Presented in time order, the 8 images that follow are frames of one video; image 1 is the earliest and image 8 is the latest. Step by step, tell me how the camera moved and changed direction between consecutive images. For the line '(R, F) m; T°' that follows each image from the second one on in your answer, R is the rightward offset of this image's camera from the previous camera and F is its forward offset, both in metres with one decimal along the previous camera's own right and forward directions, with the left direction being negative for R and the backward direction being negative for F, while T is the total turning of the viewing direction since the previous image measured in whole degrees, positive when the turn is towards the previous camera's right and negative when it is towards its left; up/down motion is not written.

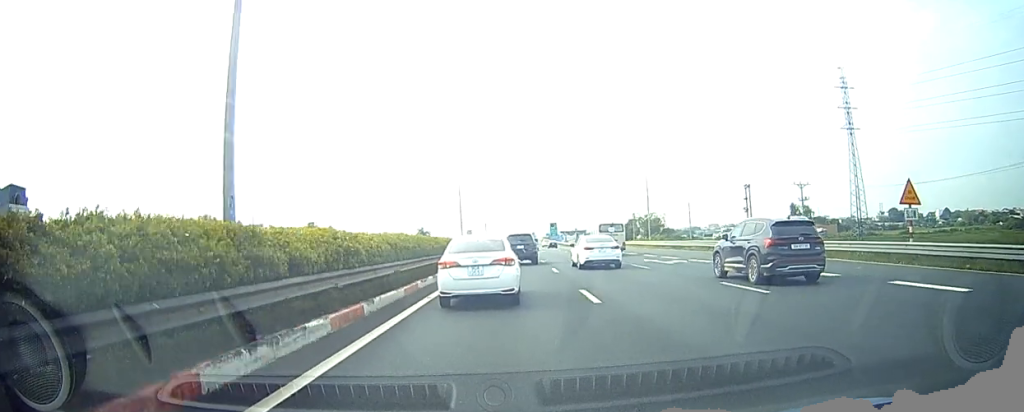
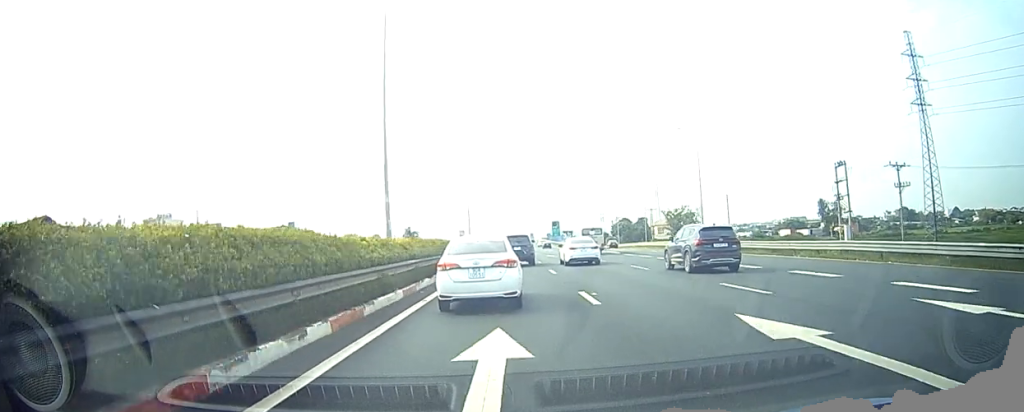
(-0.2, +23.4) m; -1°
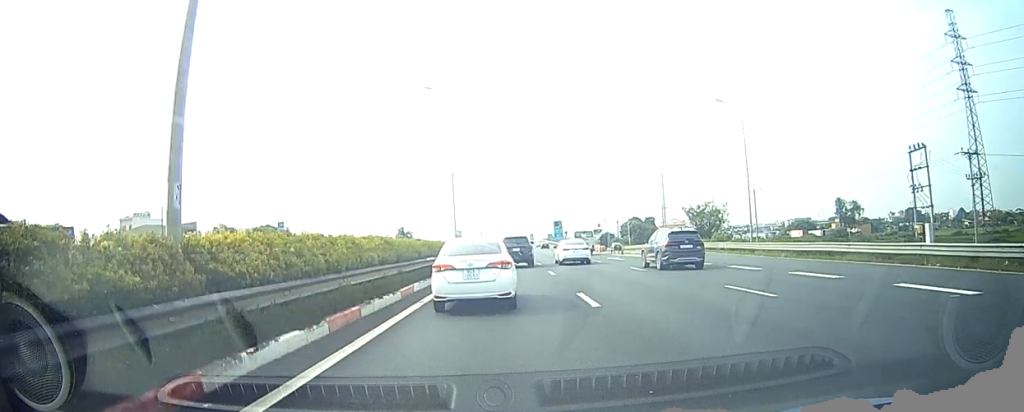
(-0.1, +12.2) m; 0°
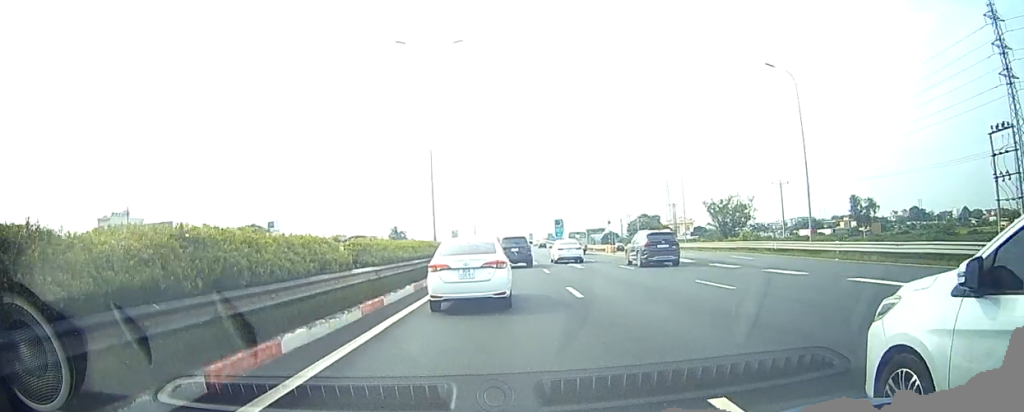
(+0.2, +10.1) m; -1°
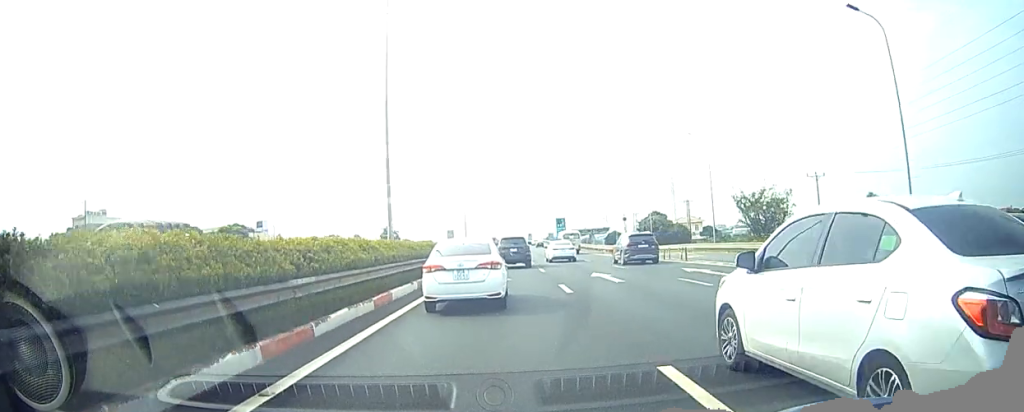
(-0.3, +10.8) m; -1°
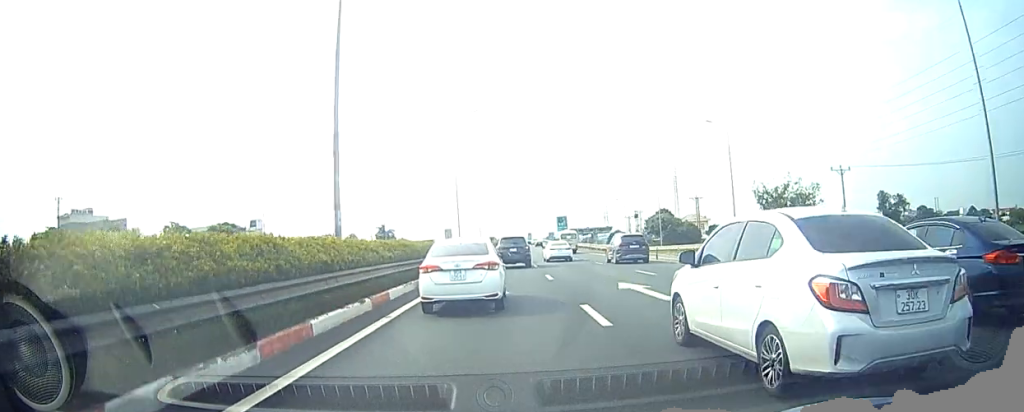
(-0.2, +6.0) m; 0°
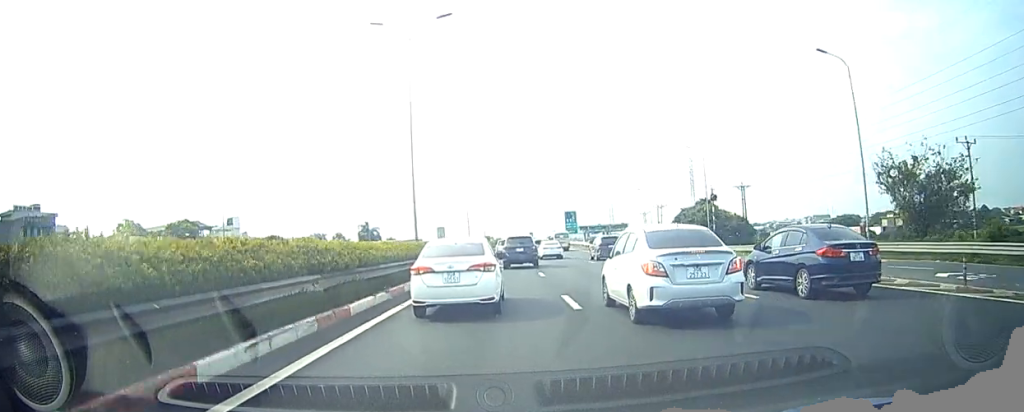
(+0.6, +23.7) m; +2°
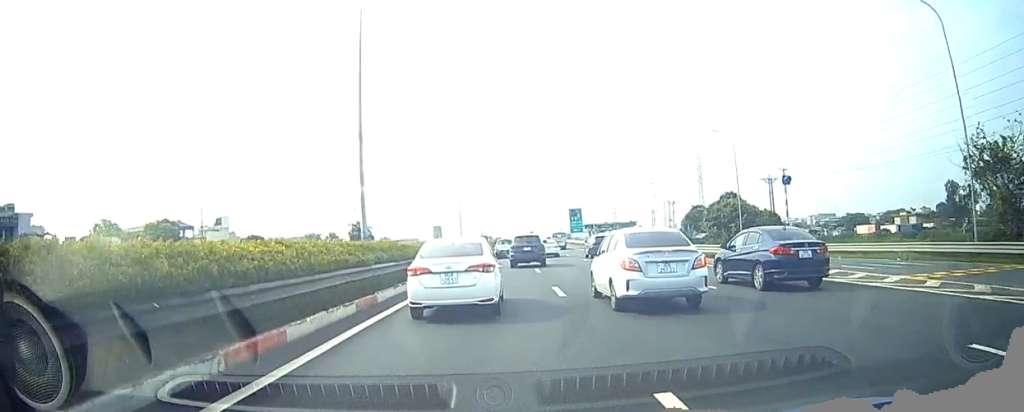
(+0.1, +10.2) m; 0°
